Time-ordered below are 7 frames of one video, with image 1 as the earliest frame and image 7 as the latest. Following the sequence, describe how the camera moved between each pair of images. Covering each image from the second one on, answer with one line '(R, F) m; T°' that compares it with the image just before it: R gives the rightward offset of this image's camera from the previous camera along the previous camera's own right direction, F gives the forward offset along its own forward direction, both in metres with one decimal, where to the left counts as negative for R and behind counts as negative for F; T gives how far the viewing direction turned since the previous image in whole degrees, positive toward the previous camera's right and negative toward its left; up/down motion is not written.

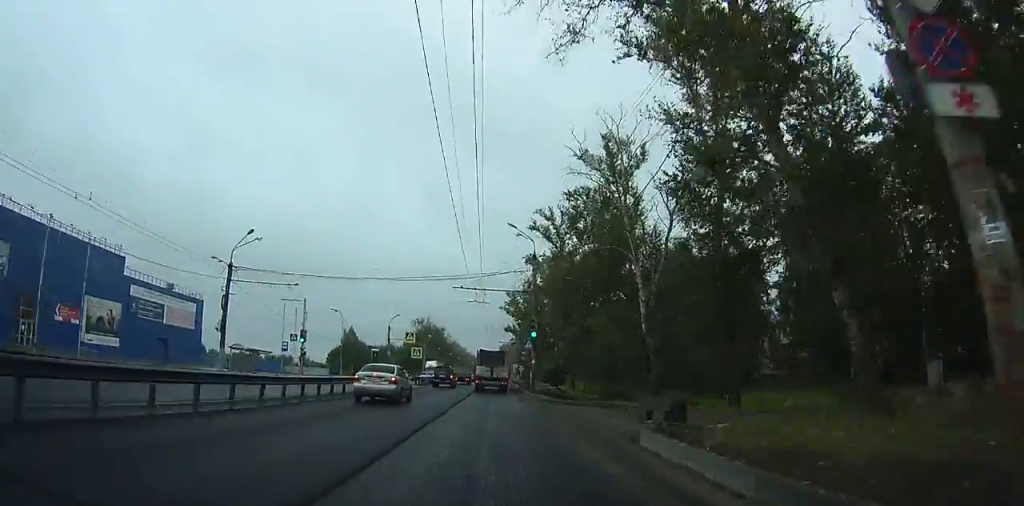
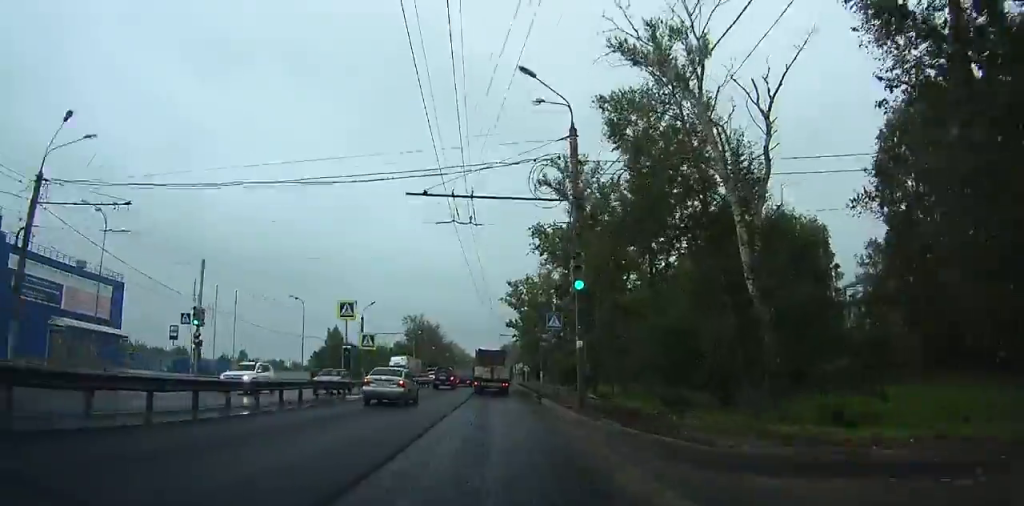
(0.0, +20.4) m; +1°
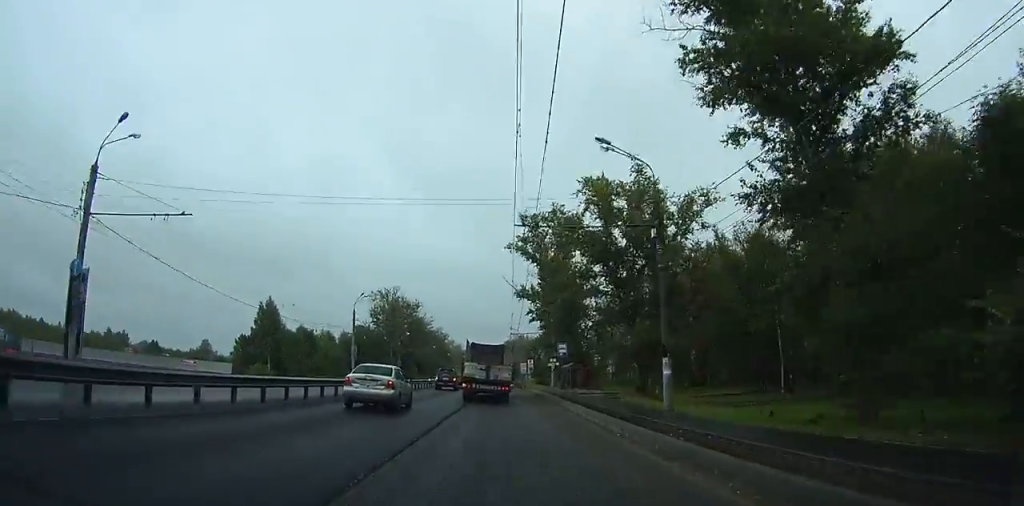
(+1.3, +59.9) m; +2°
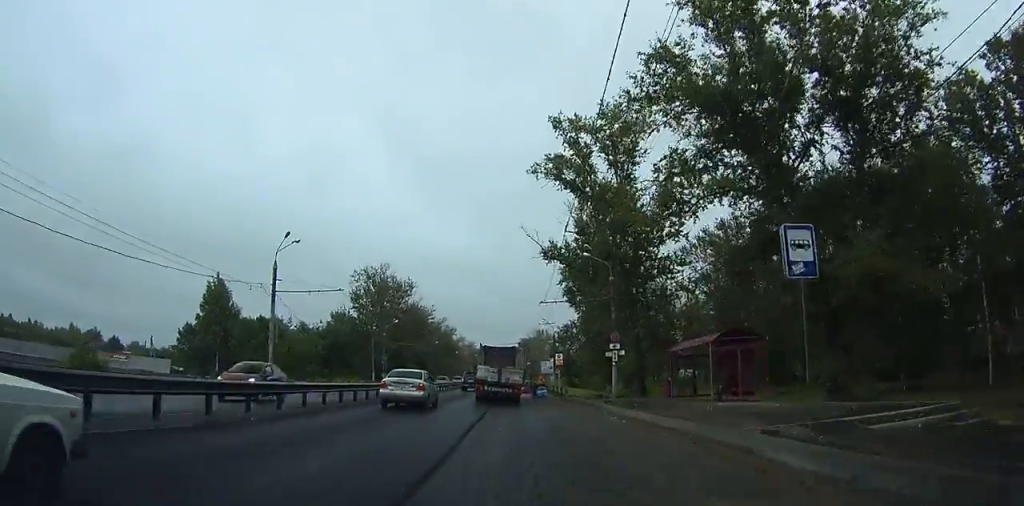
(0.0, +34.7) m; 0°
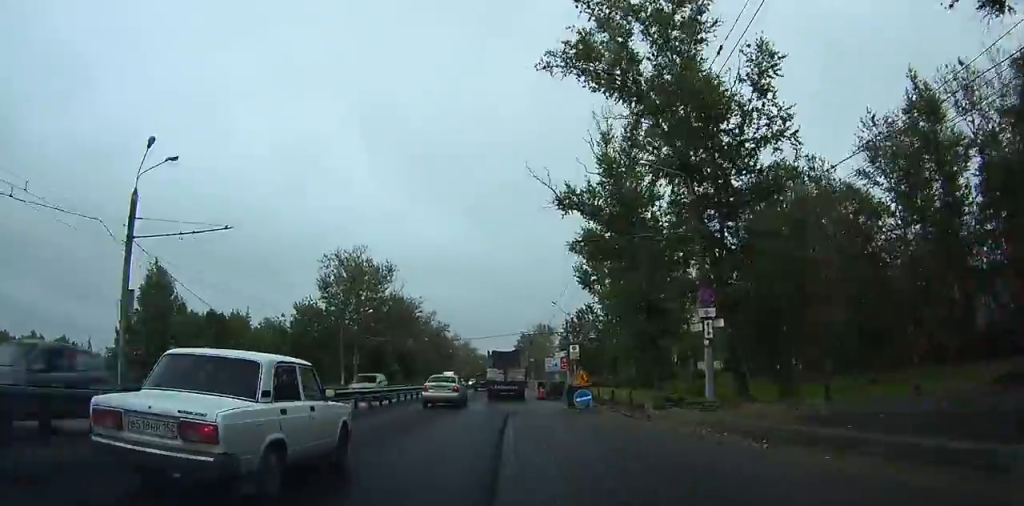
(-0.1, +21.4) m; -2°
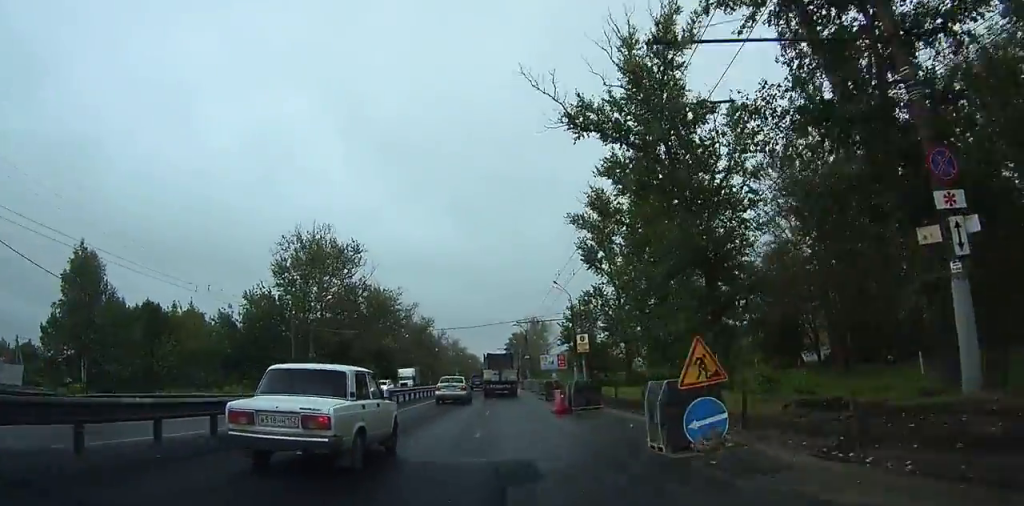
(-0.5, +15.1) m; -1°
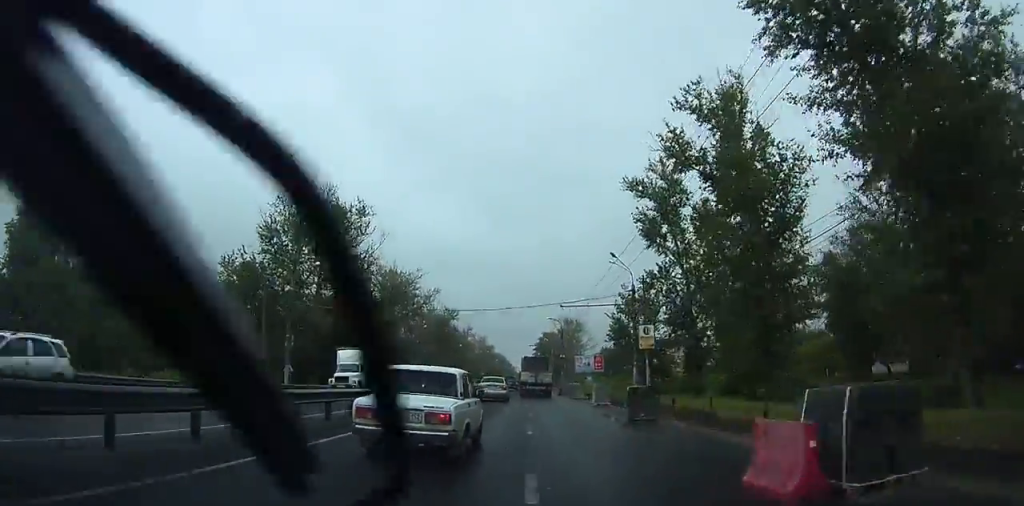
(+0.2, +13.9) m; +1°
